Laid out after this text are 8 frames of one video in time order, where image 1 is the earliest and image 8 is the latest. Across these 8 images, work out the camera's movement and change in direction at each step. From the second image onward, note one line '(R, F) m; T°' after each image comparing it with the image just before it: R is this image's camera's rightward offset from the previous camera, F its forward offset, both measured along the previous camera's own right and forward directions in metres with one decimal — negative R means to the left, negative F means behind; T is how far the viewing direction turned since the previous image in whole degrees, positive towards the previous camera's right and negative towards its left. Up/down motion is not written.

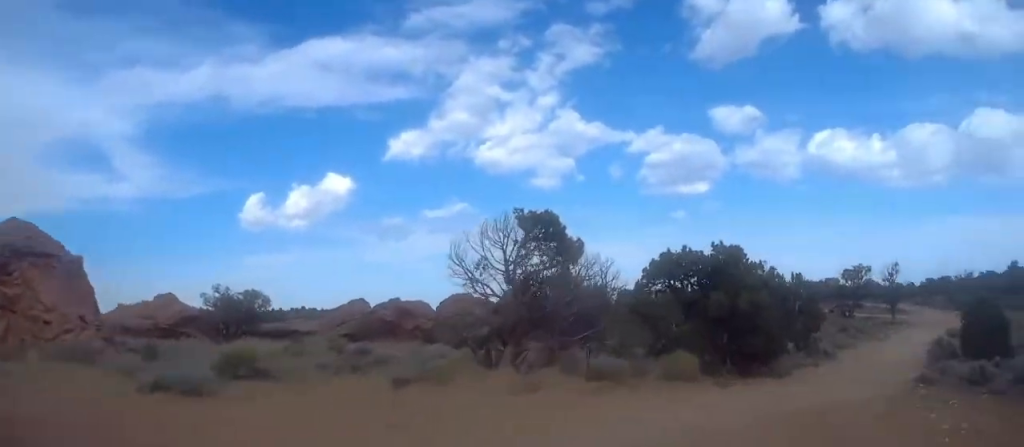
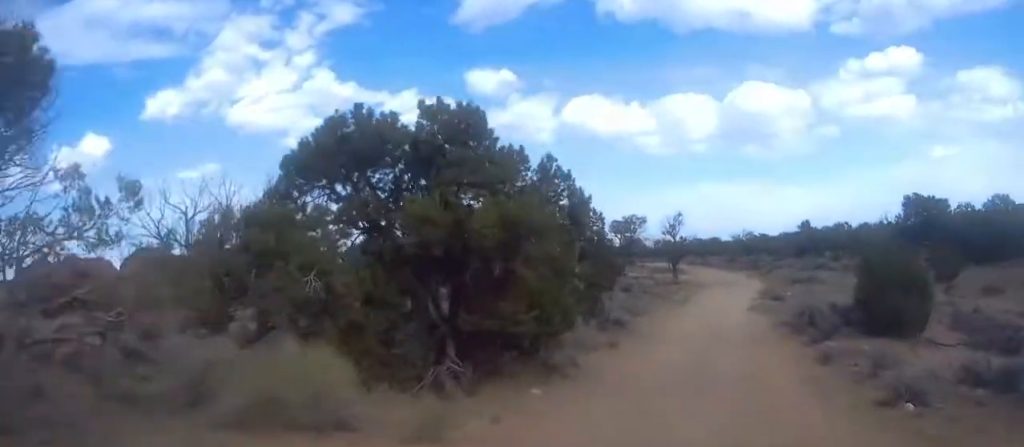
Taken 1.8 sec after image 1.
(+0.9, +14.4) m; +10°
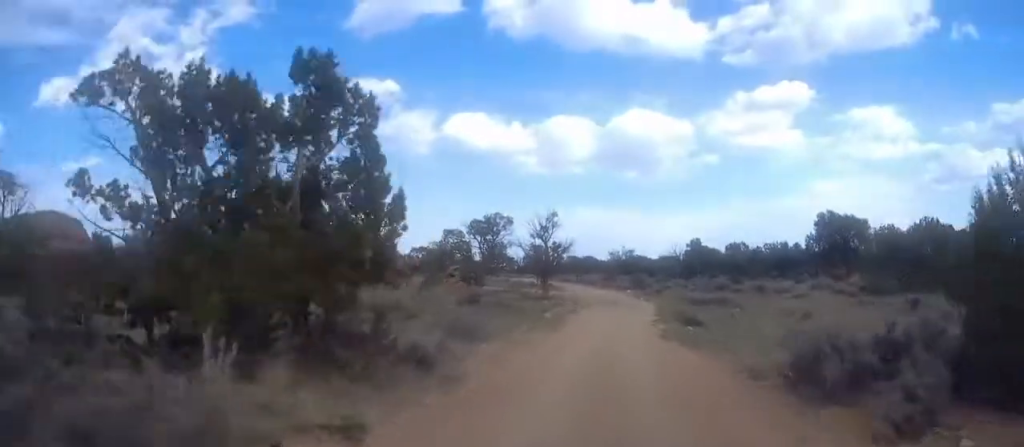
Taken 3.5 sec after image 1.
(+1.4, +13.7) m; +12°
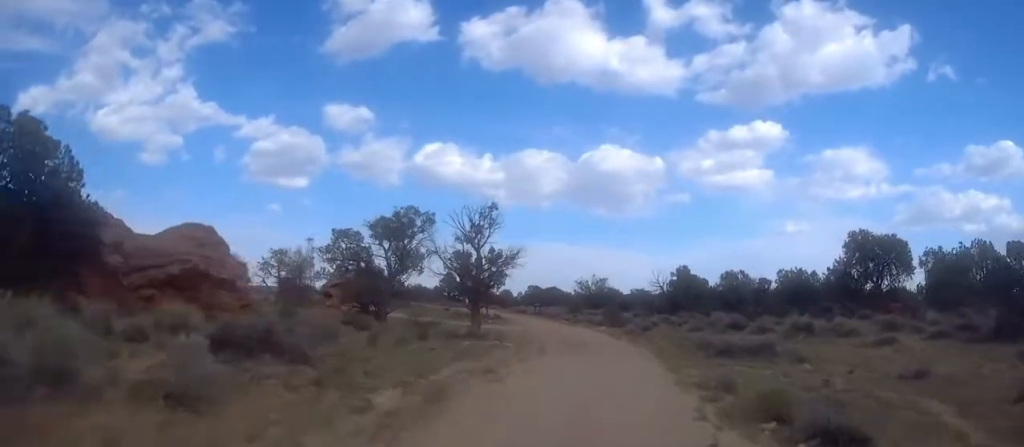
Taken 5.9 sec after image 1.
(+3.4, +21.8) m; +13°
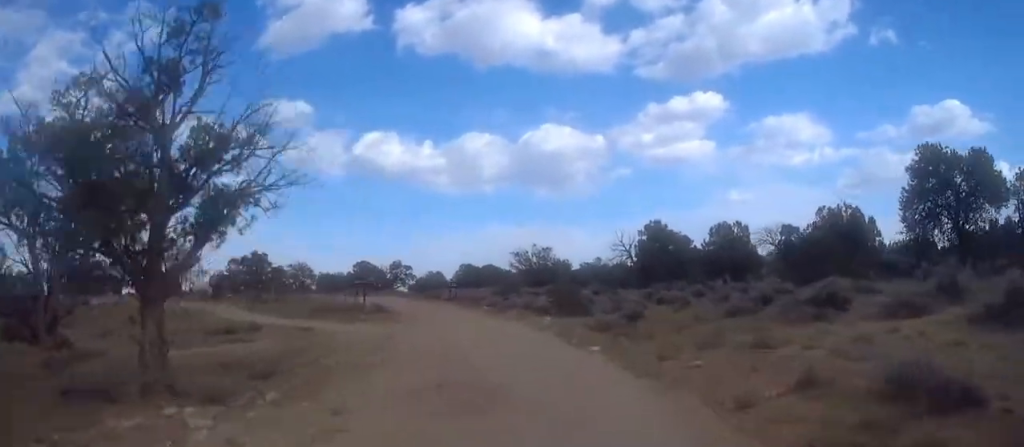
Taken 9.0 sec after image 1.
(+1.1, +28.6) m; +2°
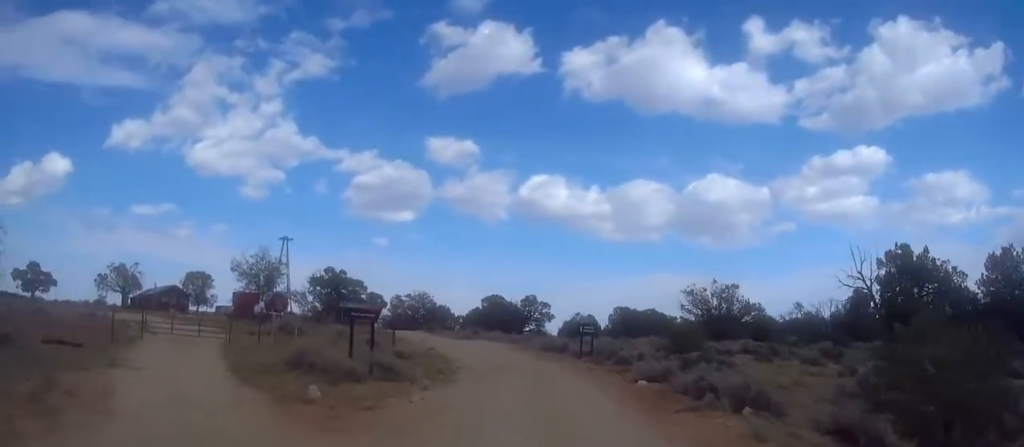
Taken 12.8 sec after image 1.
(-0.9, +19.0) m; -6°
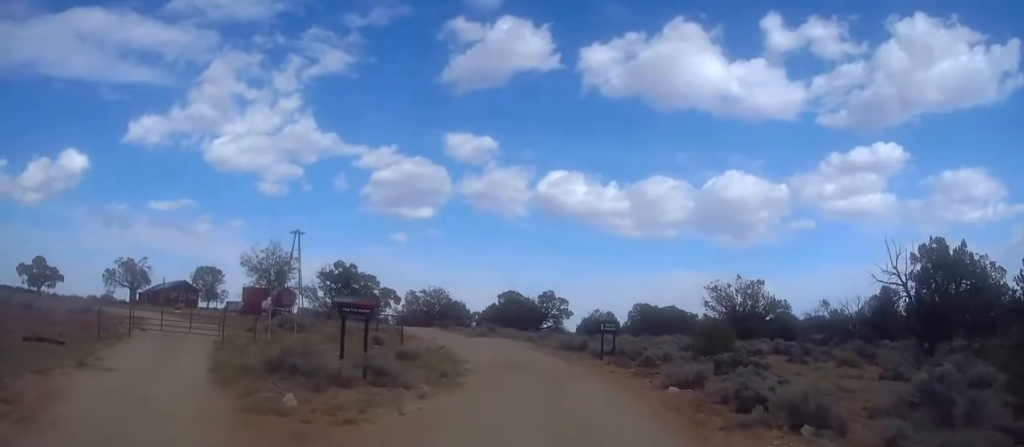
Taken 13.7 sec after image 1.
(-0.1, +3.4) m; +1°
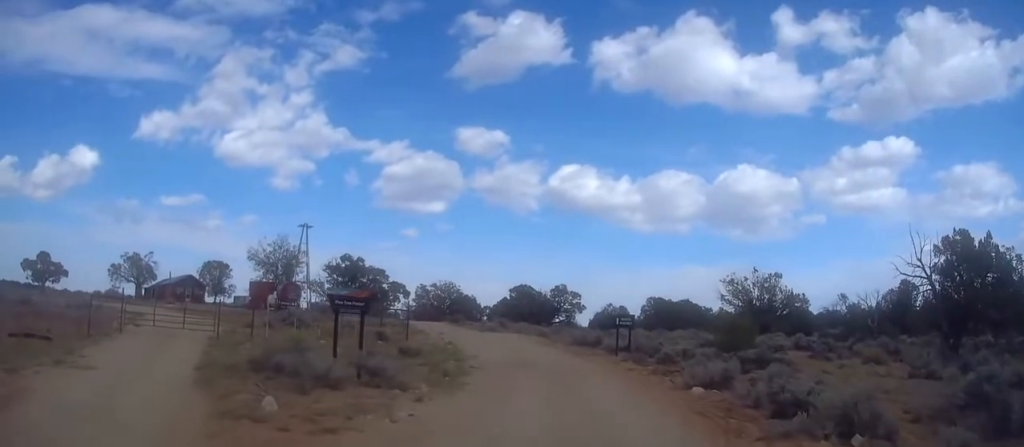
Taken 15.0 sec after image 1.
(-0.1, +4.0) m; +5°
